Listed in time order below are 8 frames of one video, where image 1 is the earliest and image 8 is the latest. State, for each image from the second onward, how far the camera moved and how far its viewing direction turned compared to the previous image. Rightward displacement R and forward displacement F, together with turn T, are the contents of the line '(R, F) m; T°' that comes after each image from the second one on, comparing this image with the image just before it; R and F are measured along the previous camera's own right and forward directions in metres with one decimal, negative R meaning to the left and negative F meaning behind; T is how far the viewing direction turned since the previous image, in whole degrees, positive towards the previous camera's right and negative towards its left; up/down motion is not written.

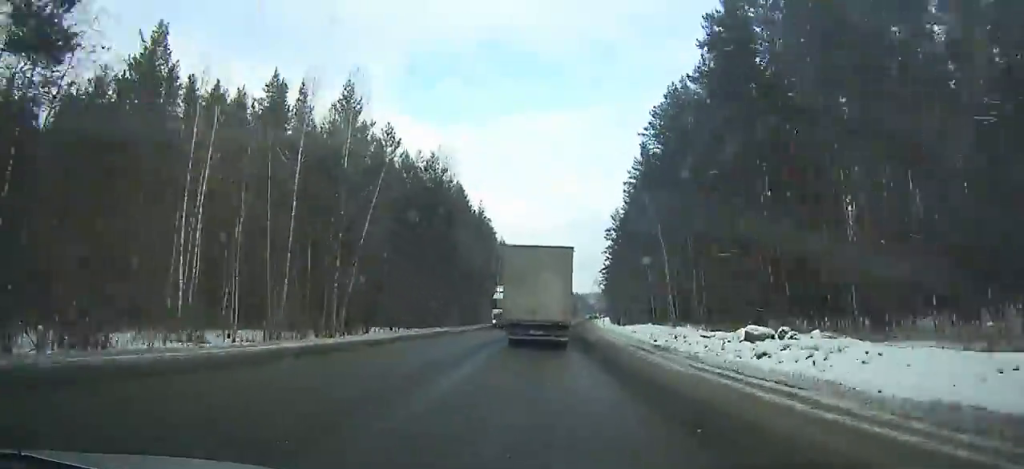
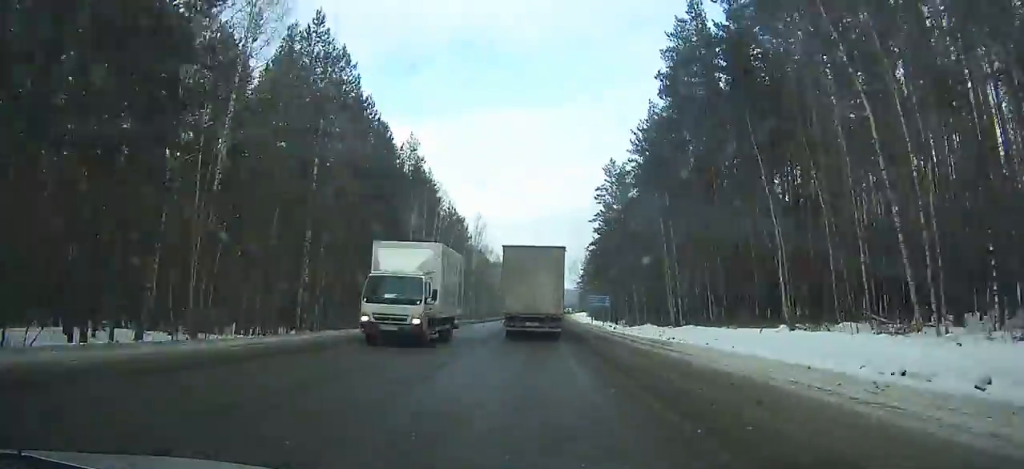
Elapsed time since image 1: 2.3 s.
(+0.6, +42.0) m; +2°
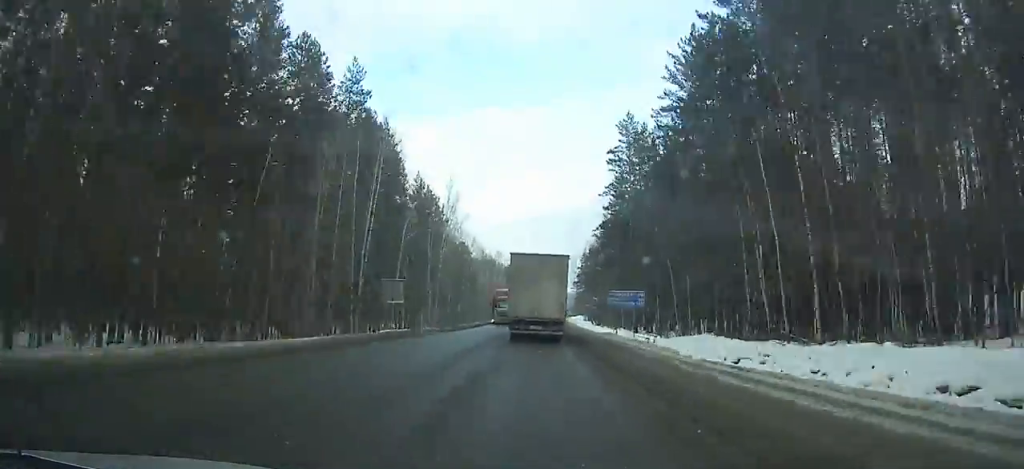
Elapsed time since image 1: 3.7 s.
(+0.3, +25.2) m; +1°
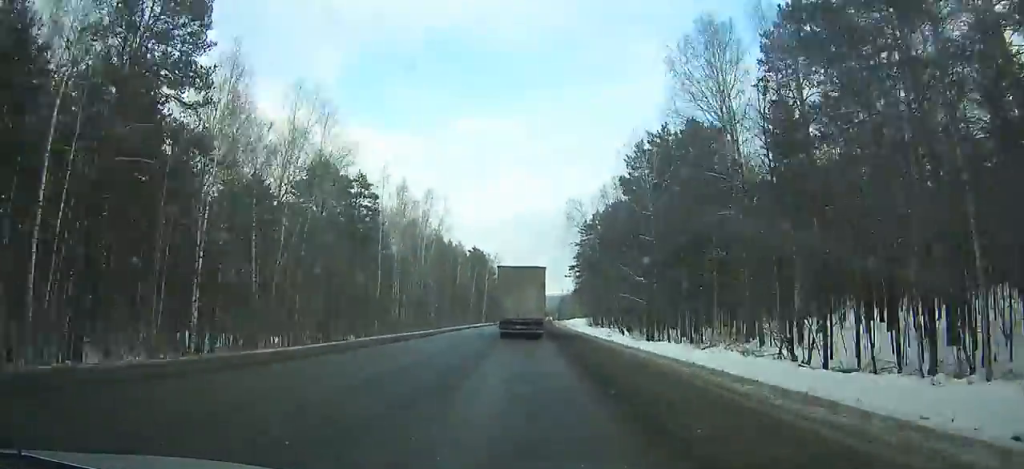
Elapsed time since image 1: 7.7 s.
(+1.8, +72.1) m; +2°
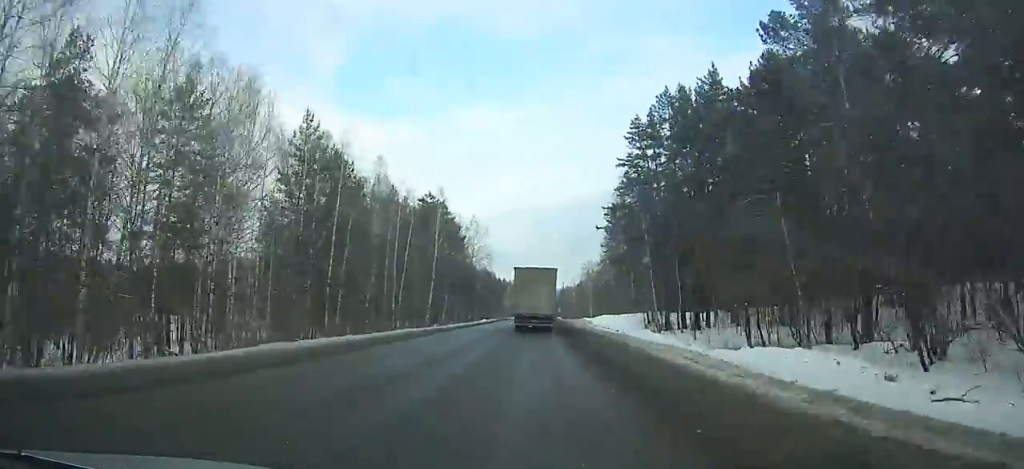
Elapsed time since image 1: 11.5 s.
(+0.2, +69.7) m; +1°
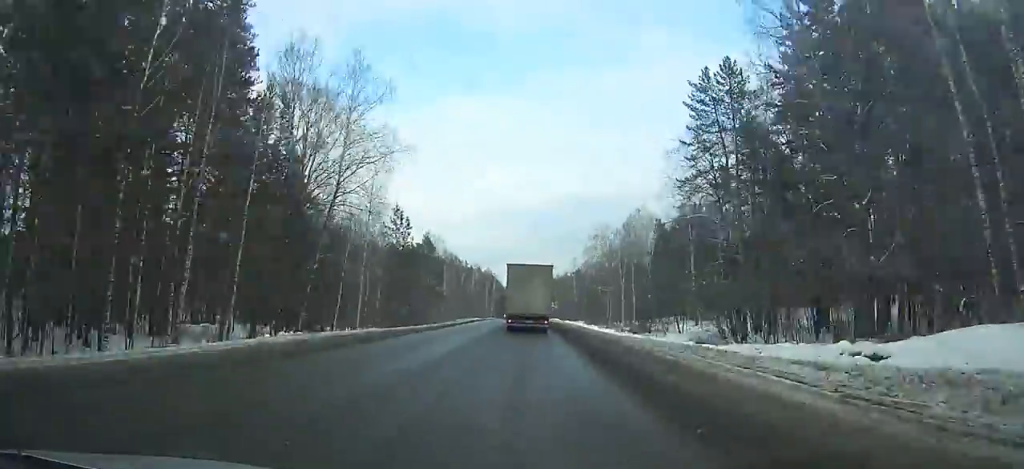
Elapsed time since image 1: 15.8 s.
(+1.3, +78.6) m; +2°
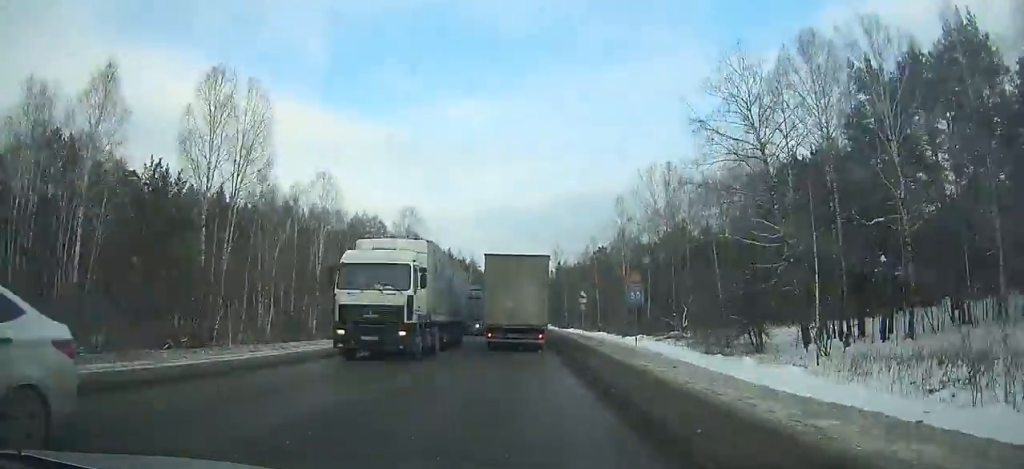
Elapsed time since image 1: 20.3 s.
(+0.8, +75.7) m; +1°
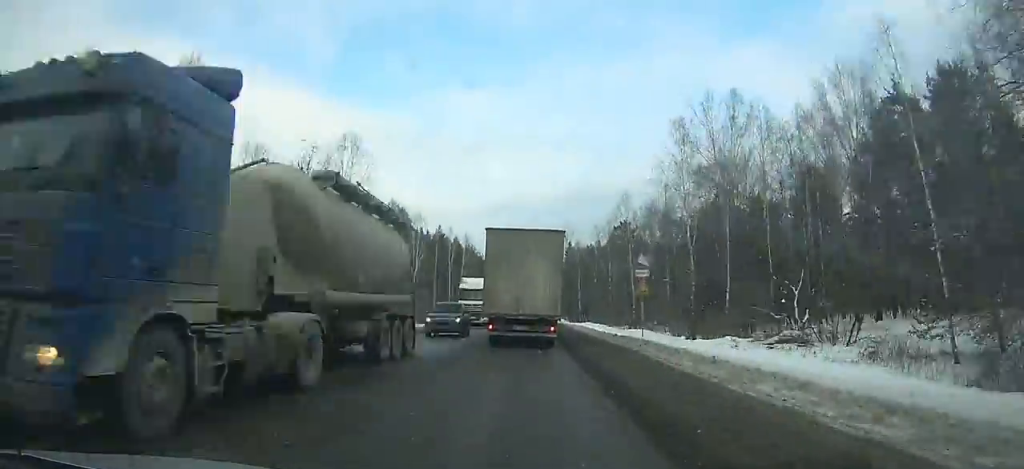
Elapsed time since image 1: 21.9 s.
(+0.3, +24.5) m; +1°
